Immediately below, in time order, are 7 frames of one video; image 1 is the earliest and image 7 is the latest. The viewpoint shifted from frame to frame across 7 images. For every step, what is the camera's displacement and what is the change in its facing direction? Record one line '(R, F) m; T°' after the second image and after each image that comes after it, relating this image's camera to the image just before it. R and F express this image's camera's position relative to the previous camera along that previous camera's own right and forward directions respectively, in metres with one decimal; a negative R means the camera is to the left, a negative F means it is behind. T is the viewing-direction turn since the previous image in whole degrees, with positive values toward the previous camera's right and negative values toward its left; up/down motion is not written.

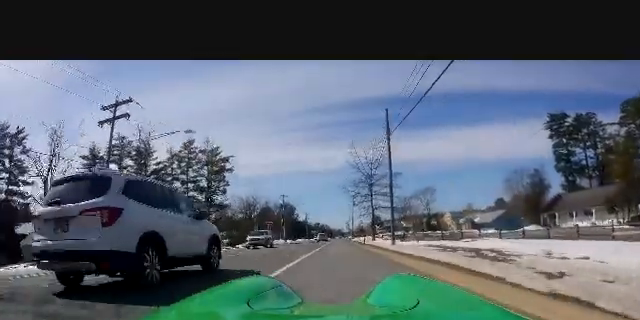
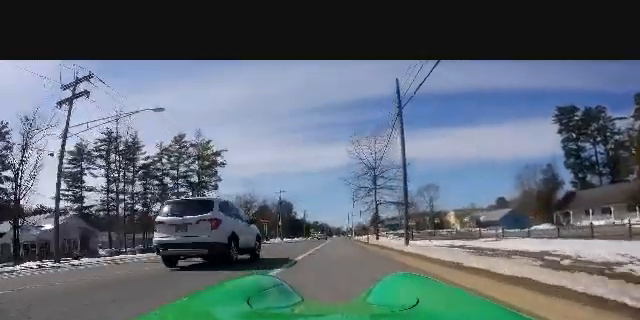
(+0.1, +4.3) m; +1°
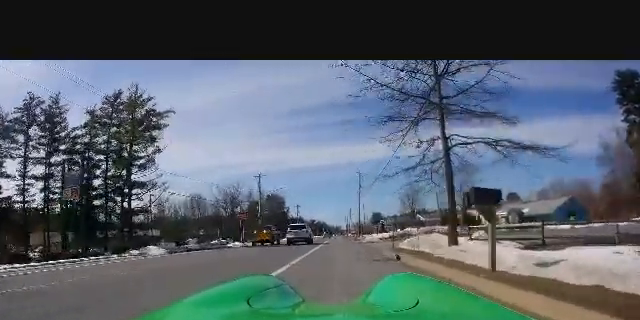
(0.0, +22.4) m; 0°
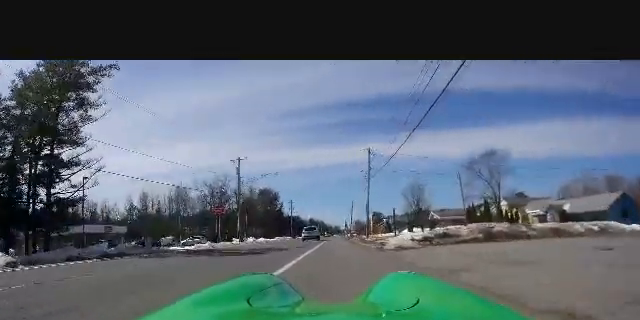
(0.0, +14.1) m; +1°
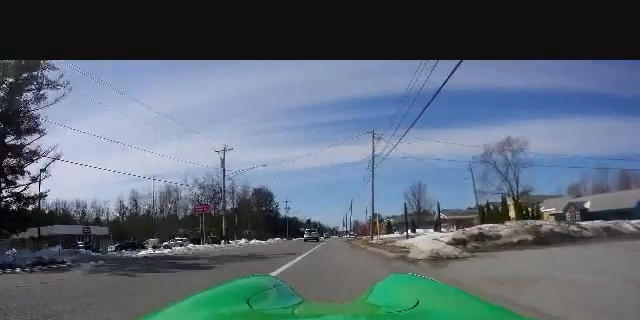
(0.0, +5.9) m; 0°
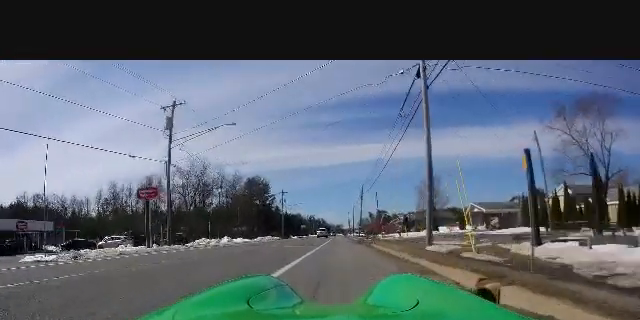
(-0.2, +15.8) m; -1°
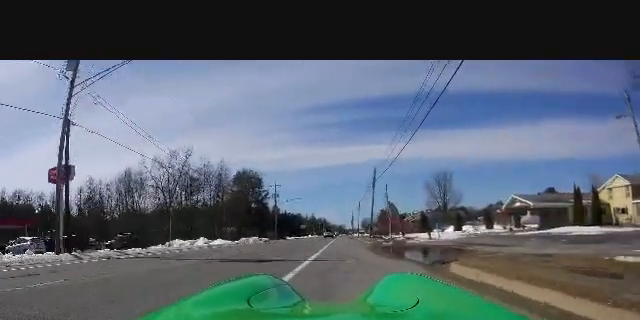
(+0.3, +11.5) m; +2°
